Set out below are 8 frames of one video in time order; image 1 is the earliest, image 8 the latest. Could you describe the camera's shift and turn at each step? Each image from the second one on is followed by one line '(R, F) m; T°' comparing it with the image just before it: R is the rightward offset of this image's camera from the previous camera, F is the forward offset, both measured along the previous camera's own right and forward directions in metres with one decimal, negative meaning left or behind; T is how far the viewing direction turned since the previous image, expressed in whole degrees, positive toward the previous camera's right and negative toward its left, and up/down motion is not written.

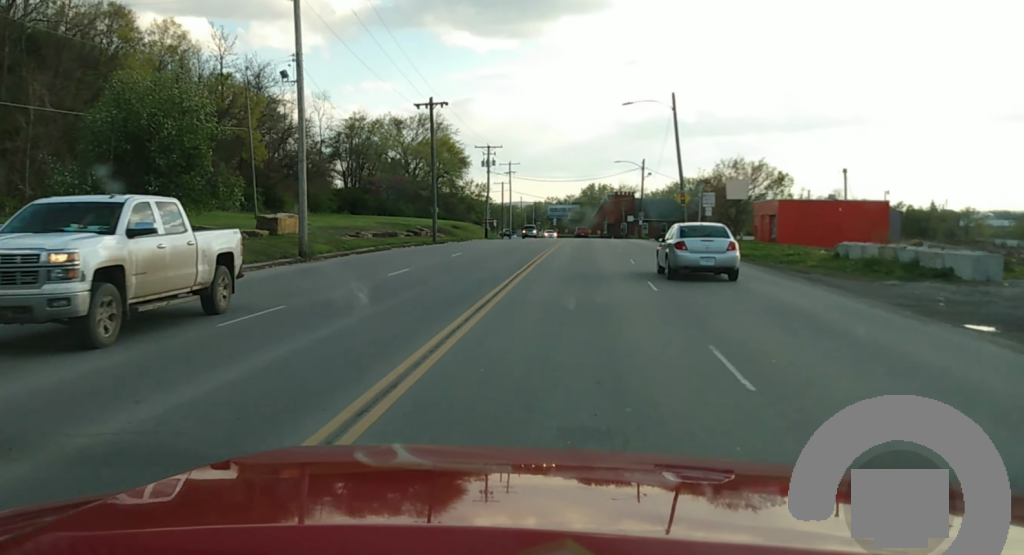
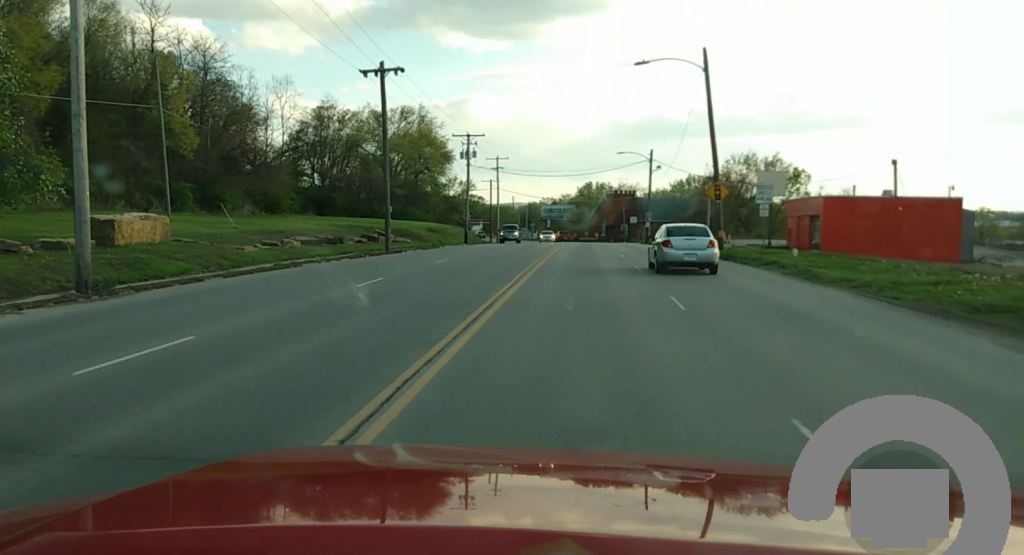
(+0.4, +15.6) m; +1°
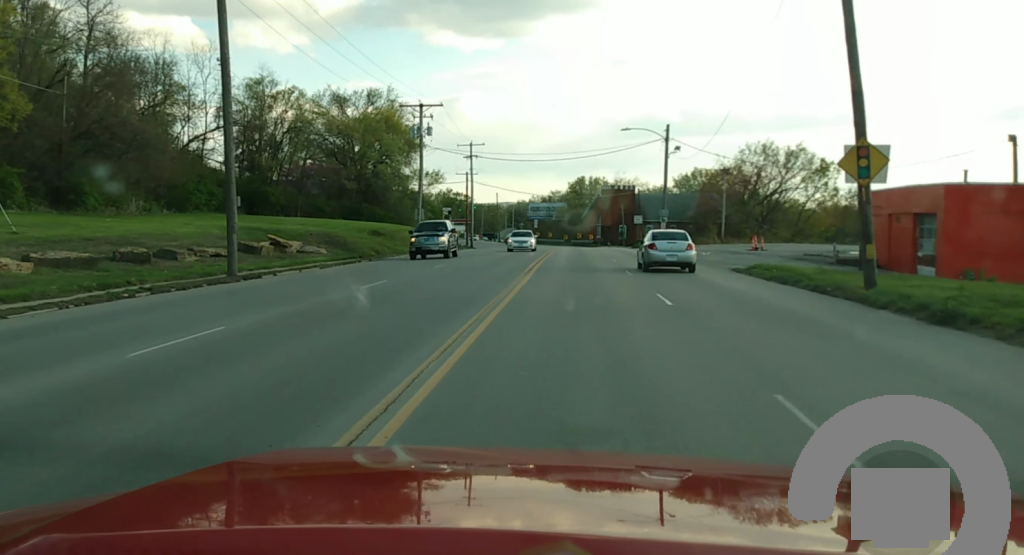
(0.0, +23.2) m; -1°
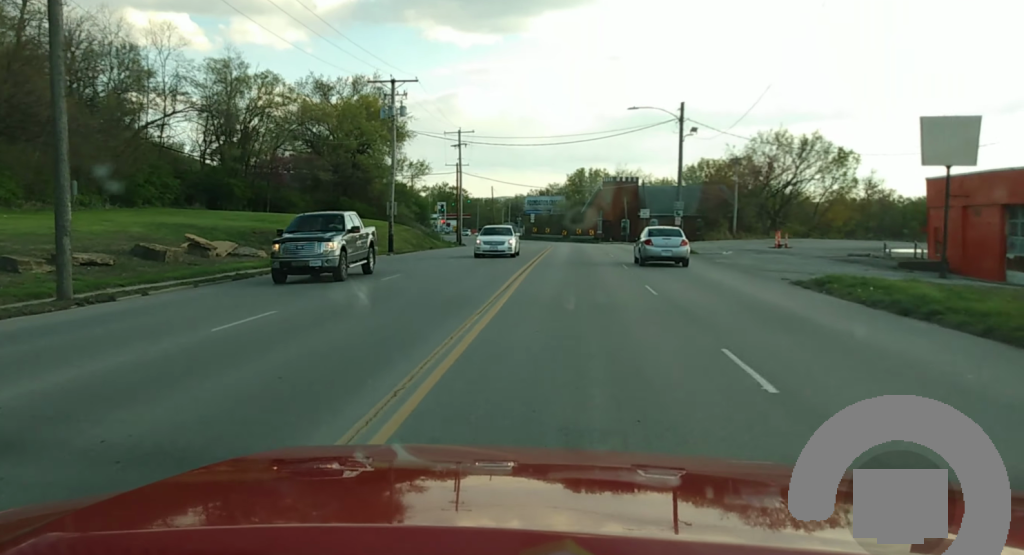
(0.0, +9.6) m; -1°
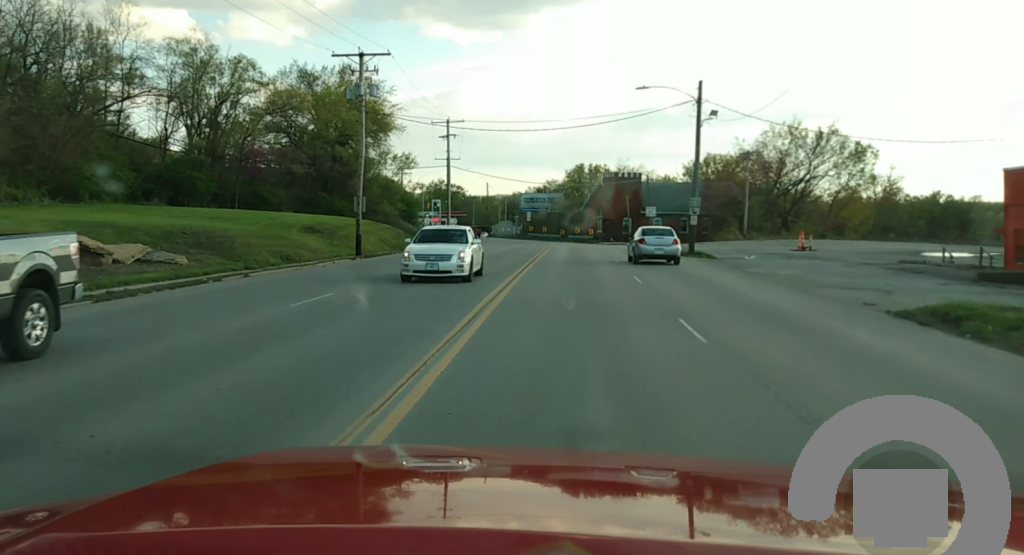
(-0.4, +8.0) m; -1°
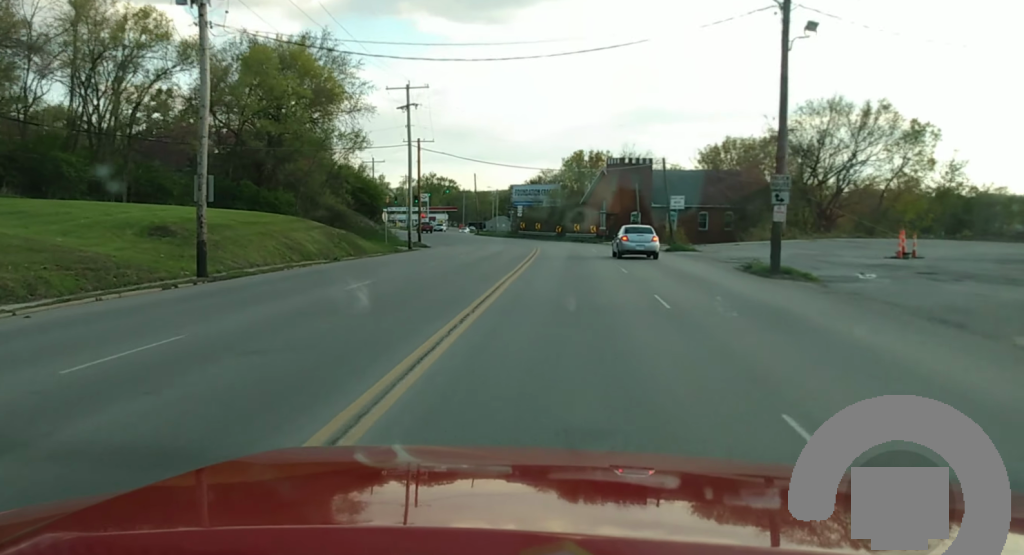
(+0.1, +20.2) m; +1°
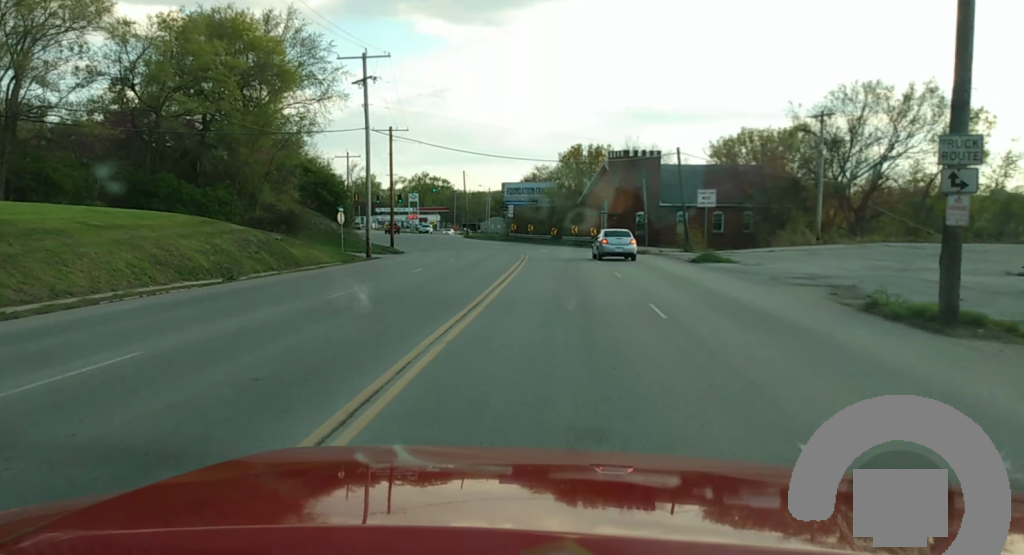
(0.0, +13.2) m; +1°
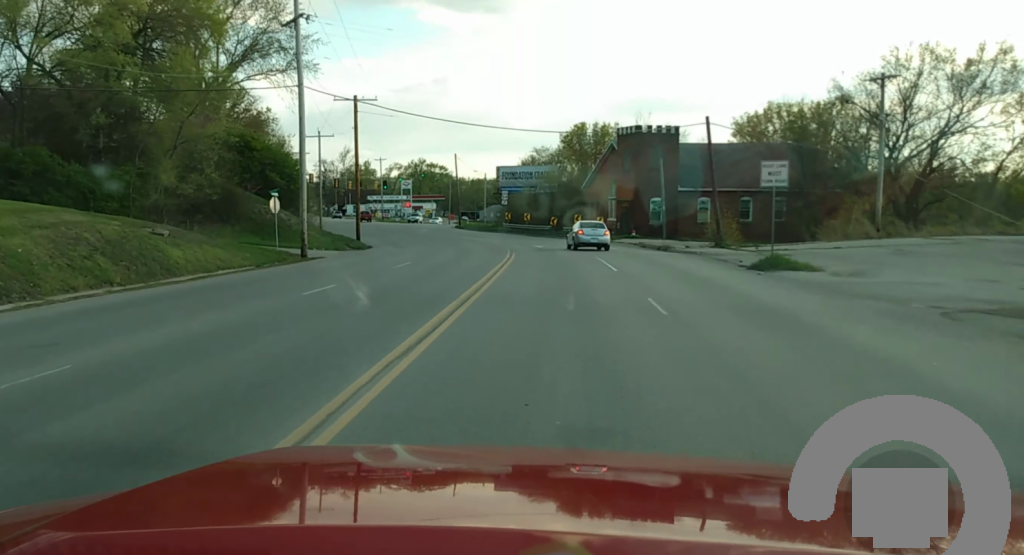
(+0.3, +13.2) m; 0°
